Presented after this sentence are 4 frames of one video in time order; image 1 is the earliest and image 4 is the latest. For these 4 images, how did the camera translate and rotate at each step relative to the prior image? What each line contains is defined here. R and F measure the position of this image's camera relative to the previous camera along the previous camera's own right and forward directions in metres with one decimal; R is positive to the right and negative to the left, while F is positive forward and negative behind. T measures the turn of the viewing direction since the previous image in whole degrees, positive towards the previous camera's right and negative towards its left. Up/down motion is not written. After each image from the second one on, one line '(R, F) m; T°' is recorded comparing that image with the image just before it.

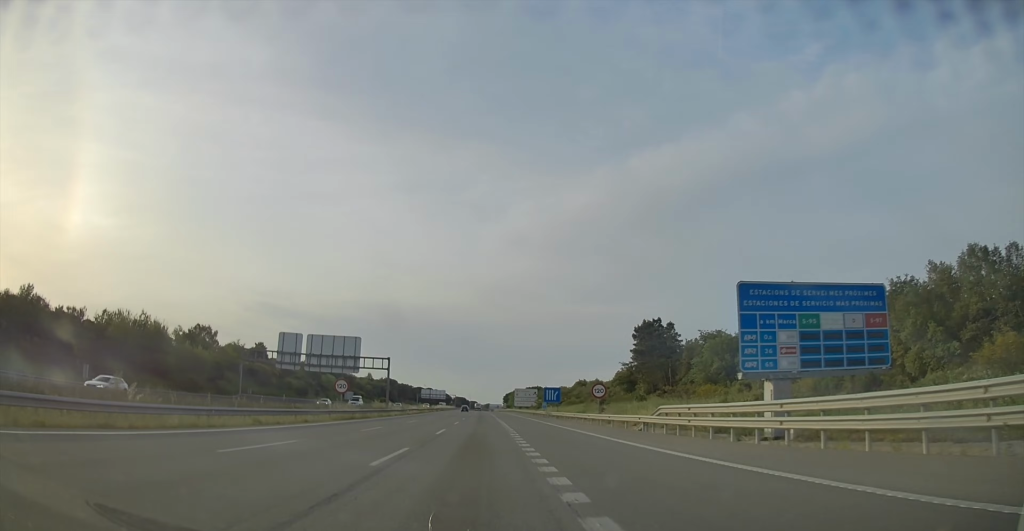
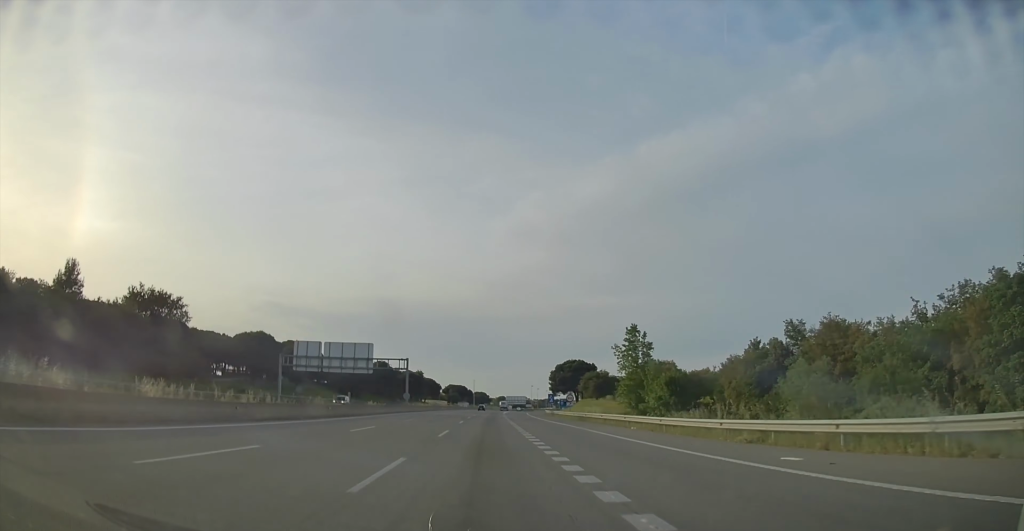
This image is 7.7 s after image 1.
(-4.3, +197.8) m; -1°
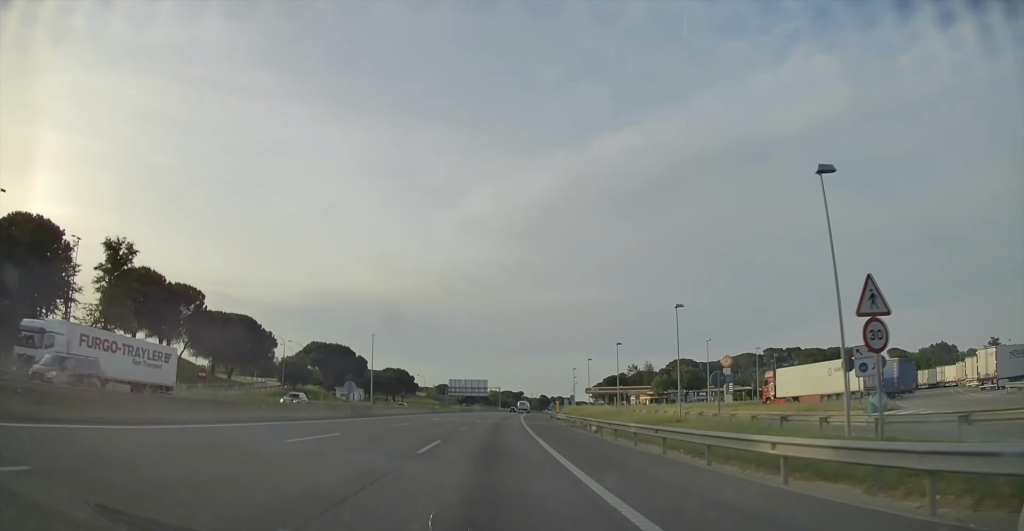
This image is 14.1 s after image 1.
(-3.0, +139.0) m; +3°
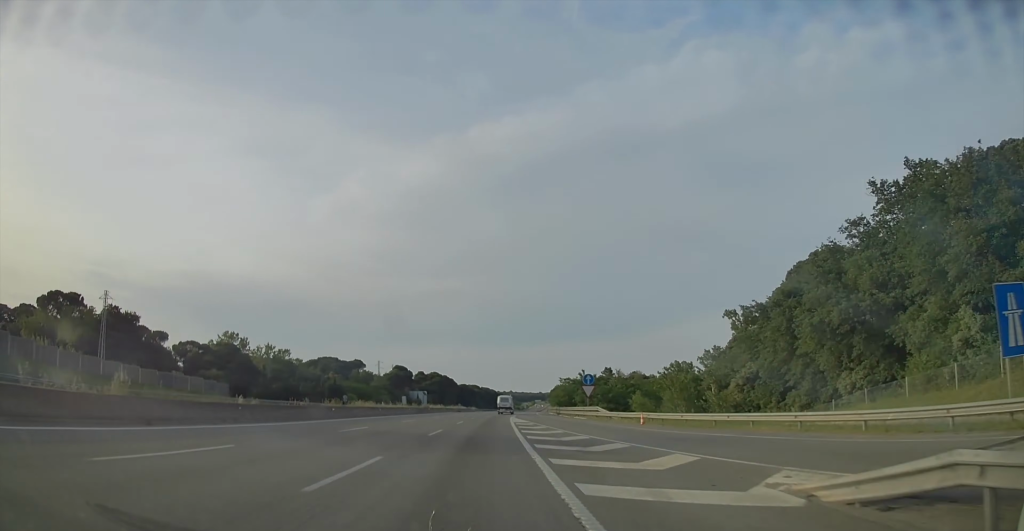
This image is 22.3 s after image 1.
(+14.2, +342.0) m; +9°
